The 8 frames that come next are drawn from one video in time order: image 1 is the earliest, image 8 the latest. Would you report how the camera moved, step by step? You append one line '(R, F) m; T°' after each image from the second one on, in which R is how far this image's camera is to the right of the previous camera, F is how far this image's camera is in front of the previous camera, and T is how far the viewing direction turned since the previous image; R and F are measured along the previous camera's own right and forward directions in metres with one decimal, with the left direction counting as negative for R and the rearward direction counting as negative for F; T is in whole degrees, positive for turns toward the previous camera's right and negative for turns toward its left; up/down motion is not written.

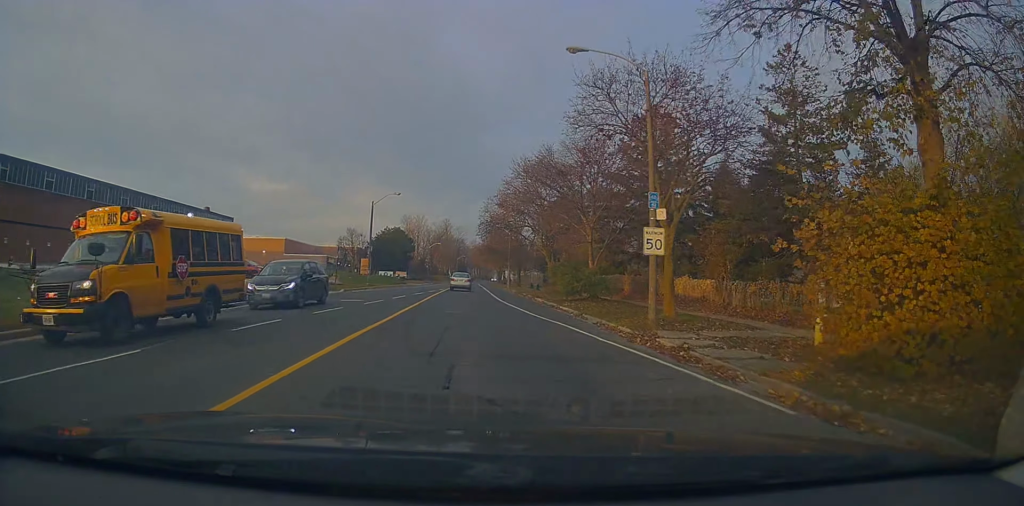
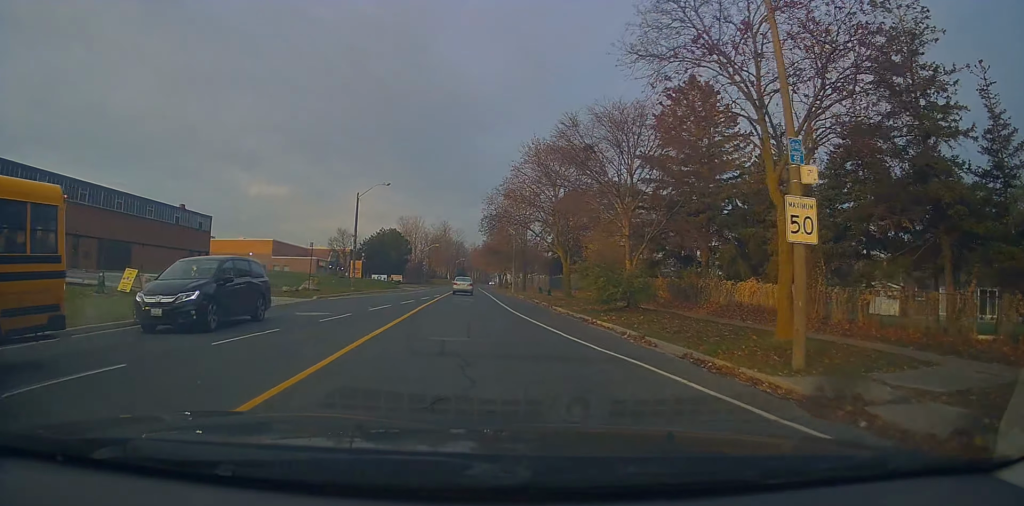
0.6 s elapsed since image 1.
(+0.1, +7.0) m; +2°
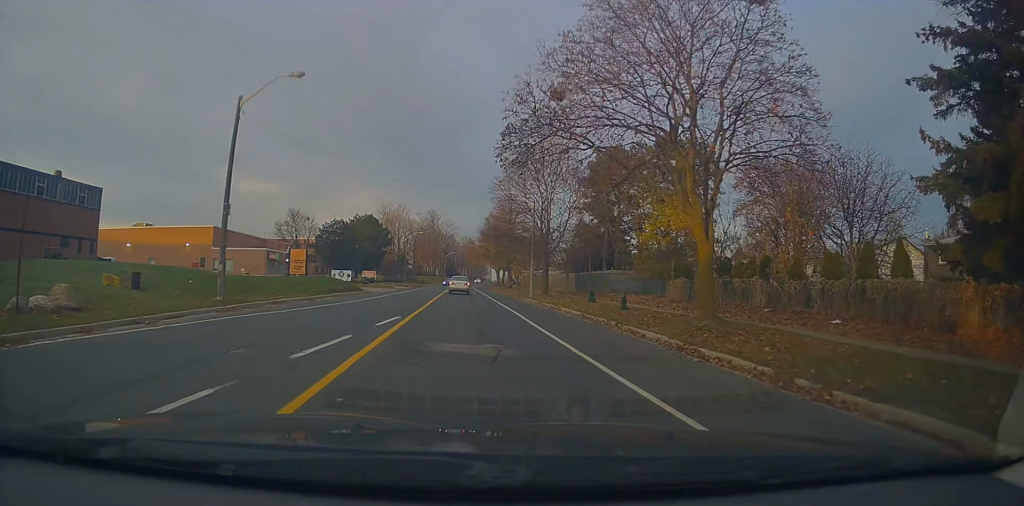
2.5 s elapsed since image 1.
(+0.9, +22.6) m; +1°
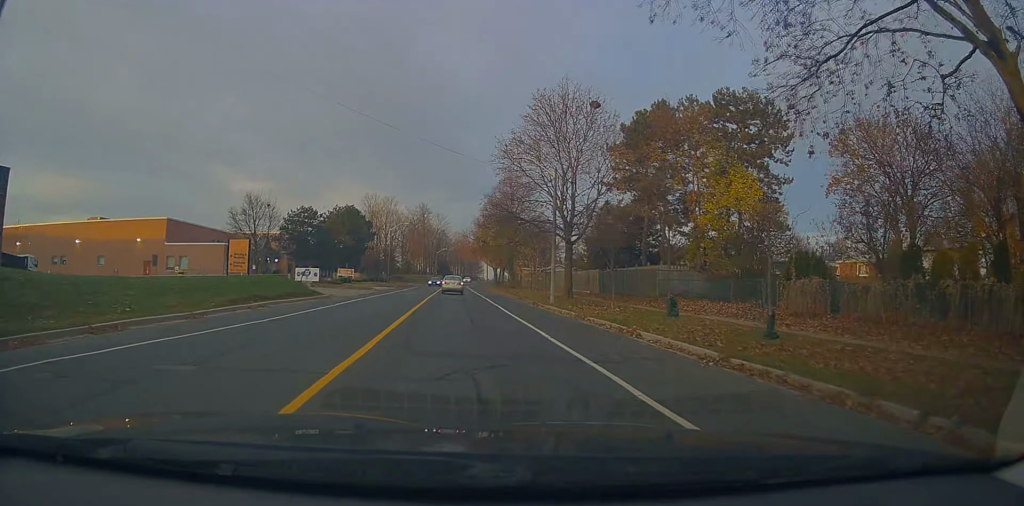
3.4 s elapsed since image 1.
(-0.3, +12.2) m; -1°
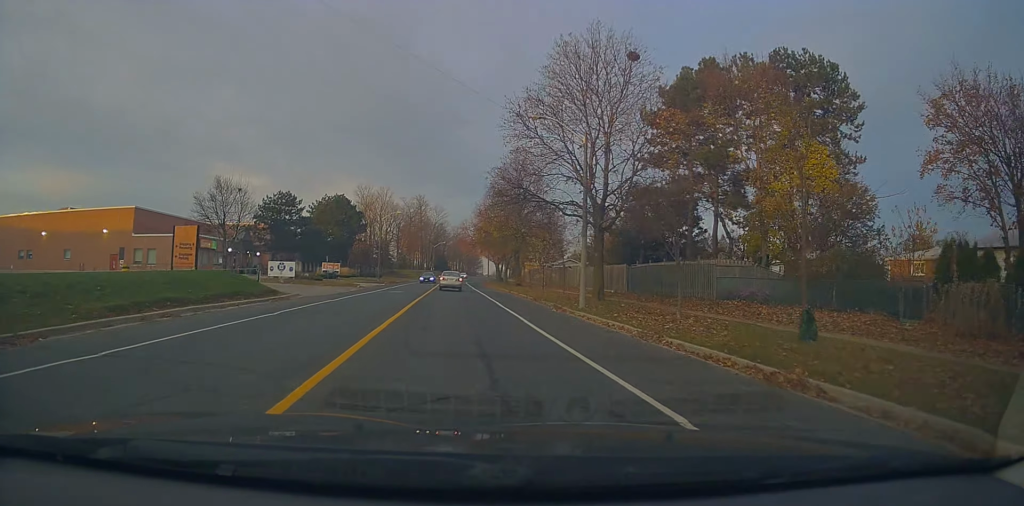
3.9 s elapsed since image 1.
(+0.2, +7.6) m; +1°
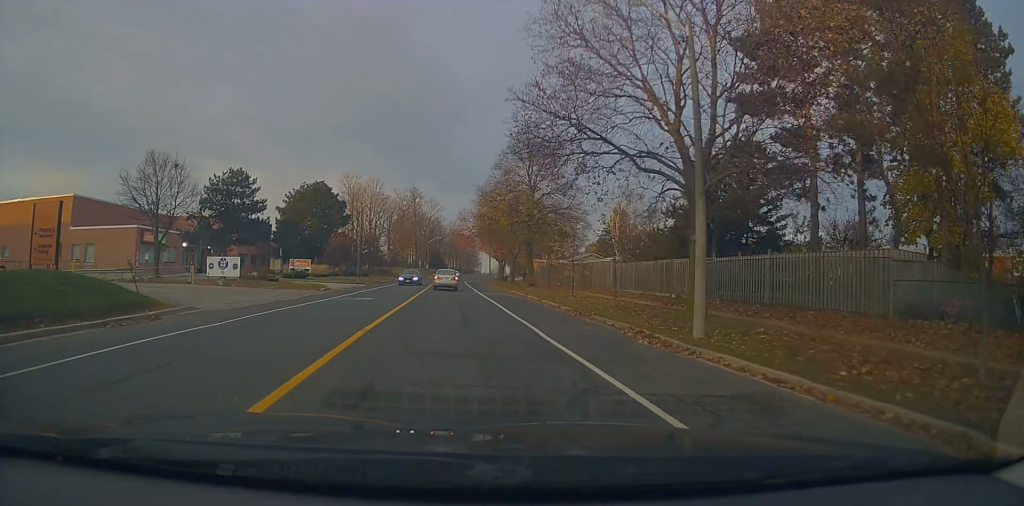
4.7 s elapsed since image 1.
(+0.1, +12.0) m; 0°
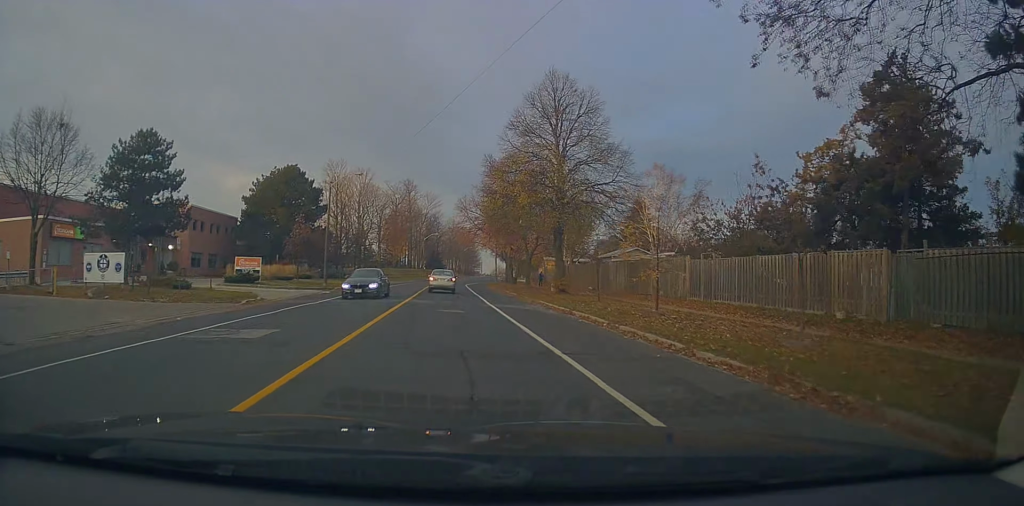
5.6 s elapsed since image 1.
(0.0, +14.2) m; 0°
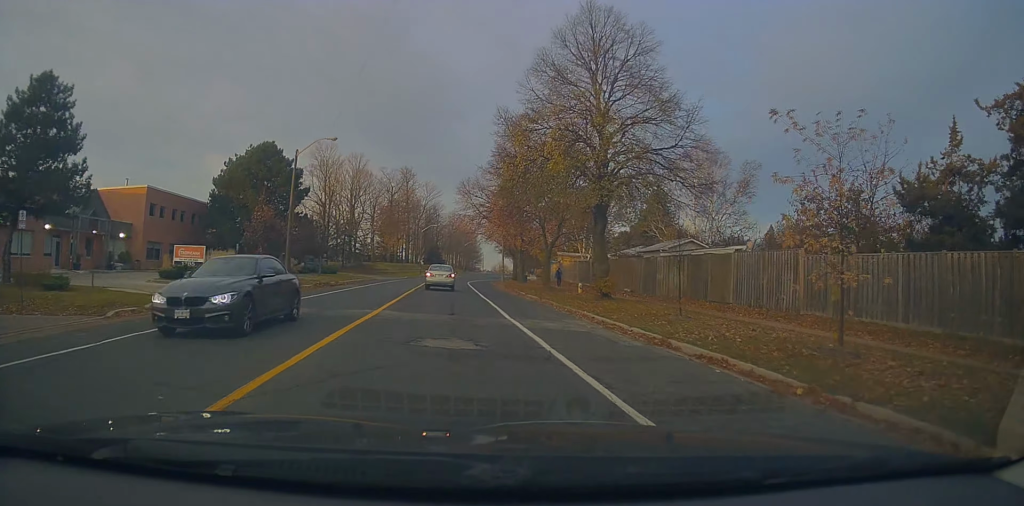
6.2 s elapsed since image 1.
(0.0, +9.4) m; 0°
